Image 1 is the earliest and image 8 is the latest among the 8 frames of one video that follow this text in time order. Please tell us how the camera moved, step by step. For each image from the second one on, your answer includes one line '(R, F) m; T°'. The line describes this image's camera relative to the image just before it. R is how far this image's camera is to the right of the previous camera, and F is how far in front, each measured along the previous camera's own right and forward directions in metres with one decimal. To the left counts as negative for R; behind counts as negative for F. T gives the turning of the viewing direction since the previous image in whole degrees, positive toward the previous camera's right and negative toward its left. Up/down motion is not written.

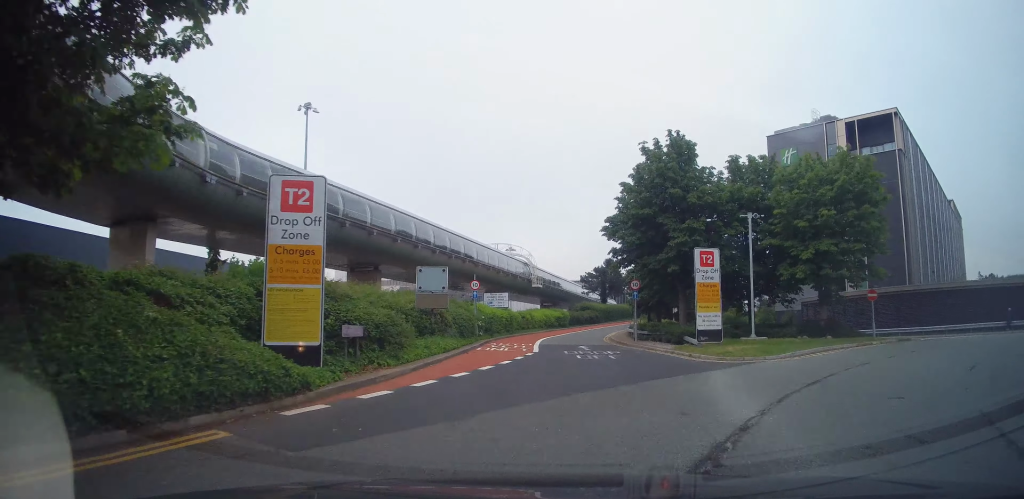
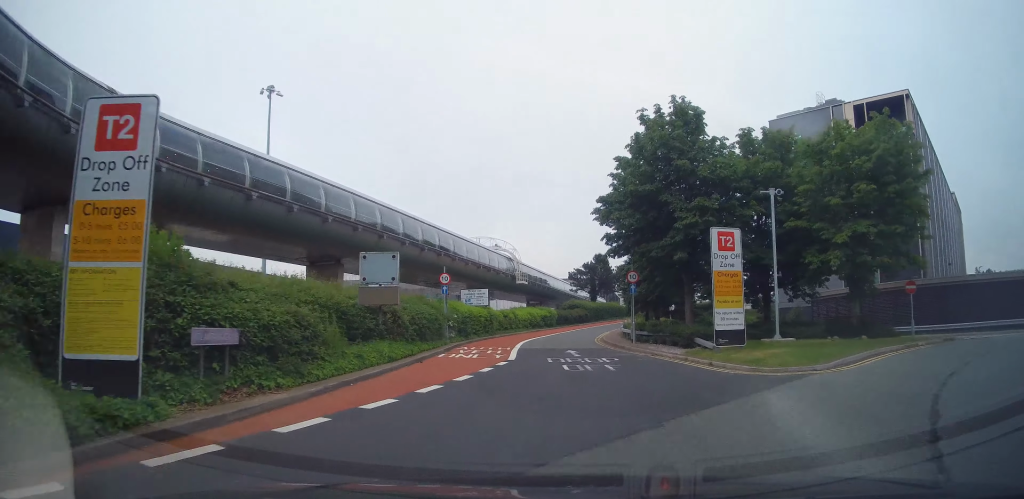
(+0.1, +4.8) m; +1°
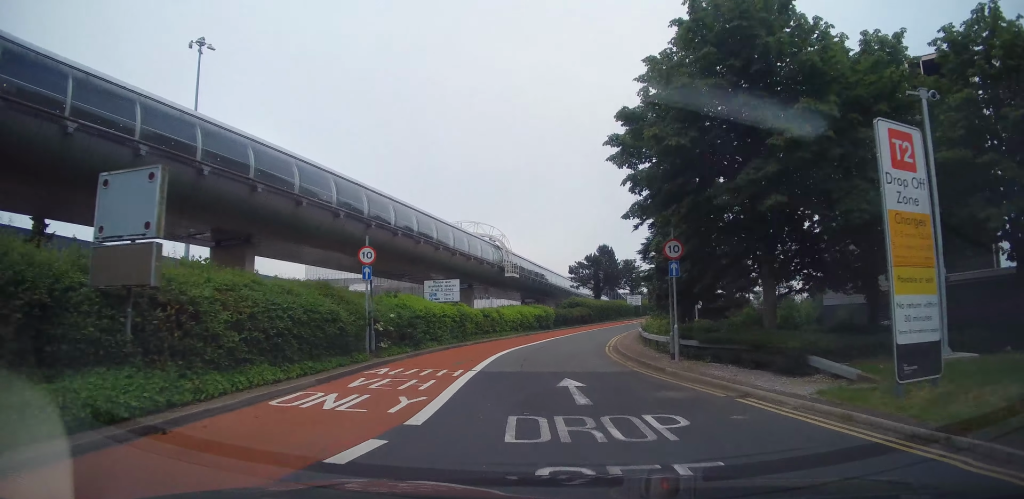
(+0.1, +10.9) m; 0°
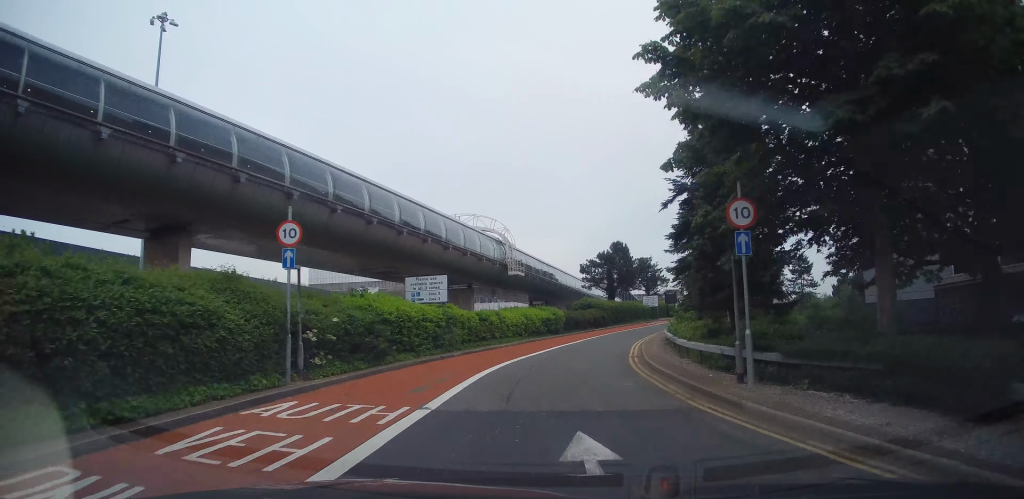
(-0.2, +5.7) m; +1°
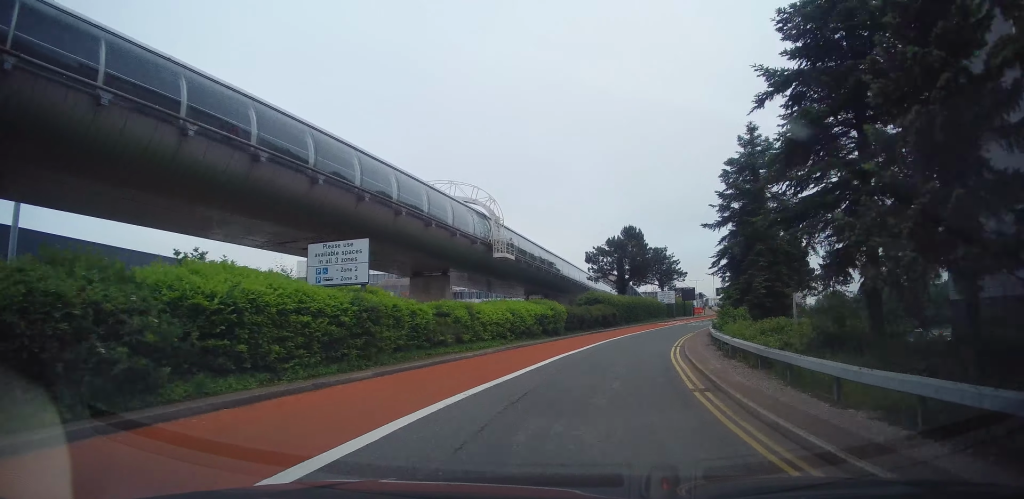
(+0.4, +10.7) m; +2°
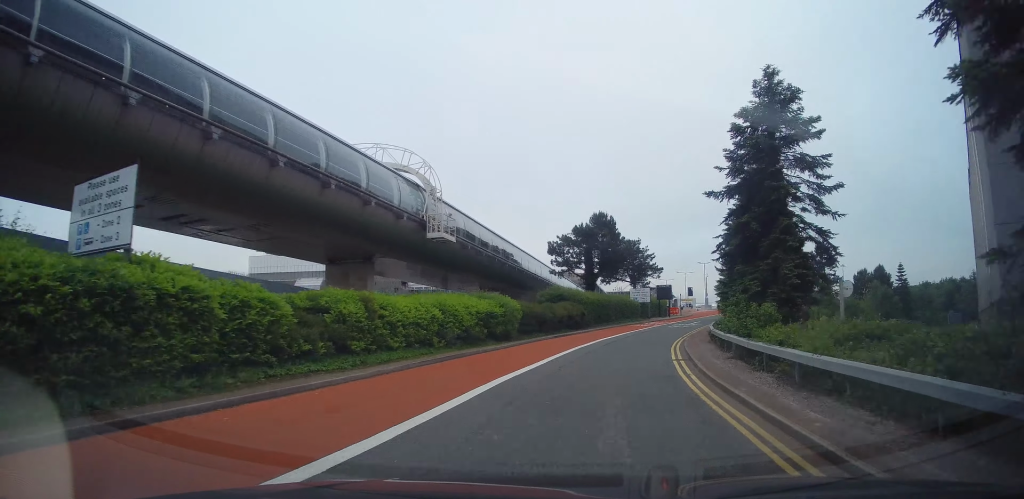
(0.0, +8.1) m; +1°
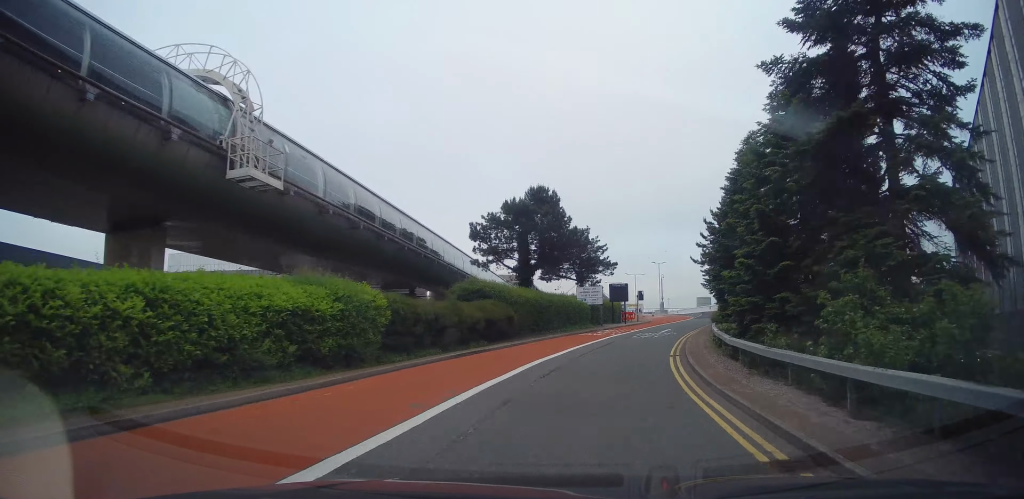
(+0.3, +12.4) m; +7°
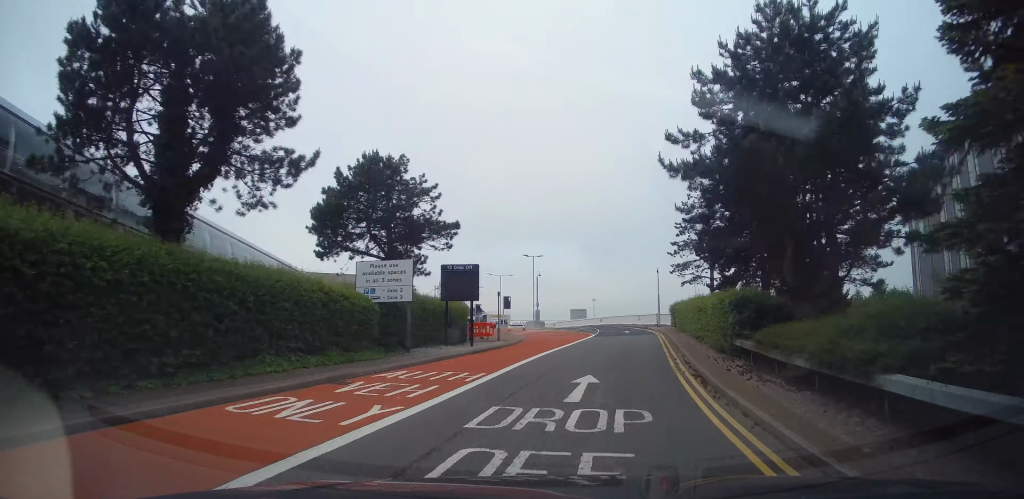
(+3.3, +26.5) m; +11°
